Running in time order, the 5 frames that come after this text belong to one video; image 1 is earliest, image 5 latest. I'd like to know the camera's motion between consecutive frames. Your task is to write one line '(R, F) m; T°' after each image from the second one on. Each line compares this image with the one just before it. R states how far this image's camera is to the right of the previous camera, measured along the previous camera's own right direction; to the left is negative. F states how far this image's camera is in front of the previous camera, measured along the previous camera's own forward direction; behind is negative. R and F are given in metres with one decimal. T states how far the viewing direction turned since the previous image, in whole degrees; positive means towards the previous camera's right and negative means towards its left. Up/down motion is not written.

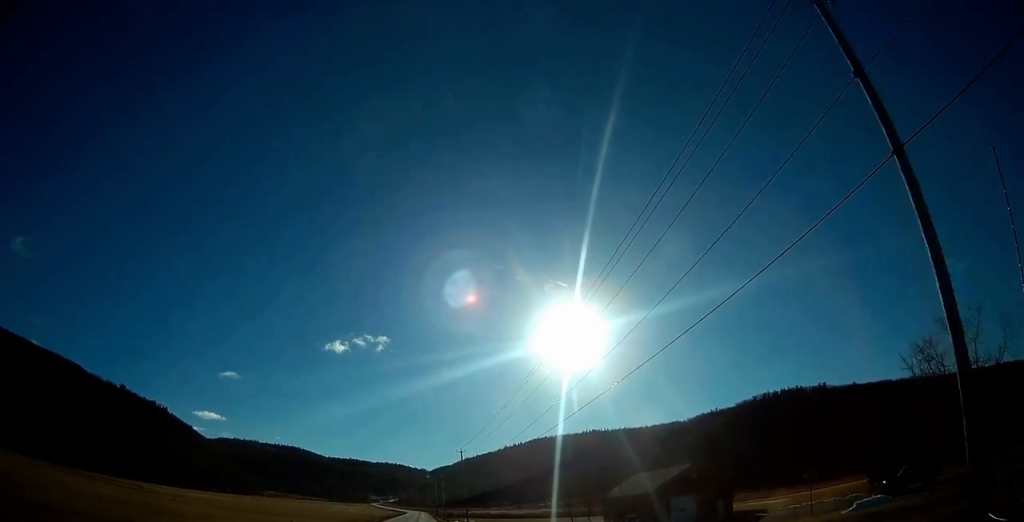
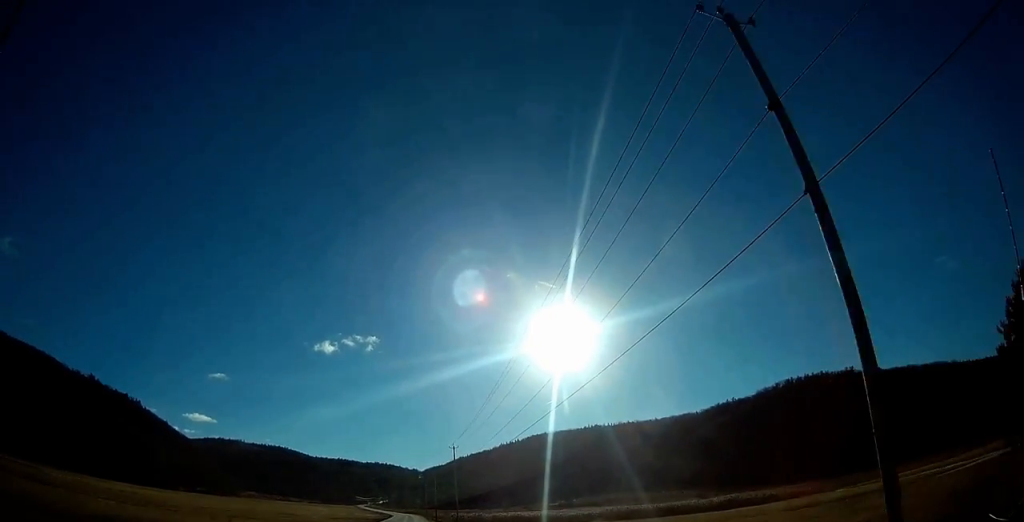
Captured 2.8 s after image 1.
(+1.9, +66.5) m; +2°
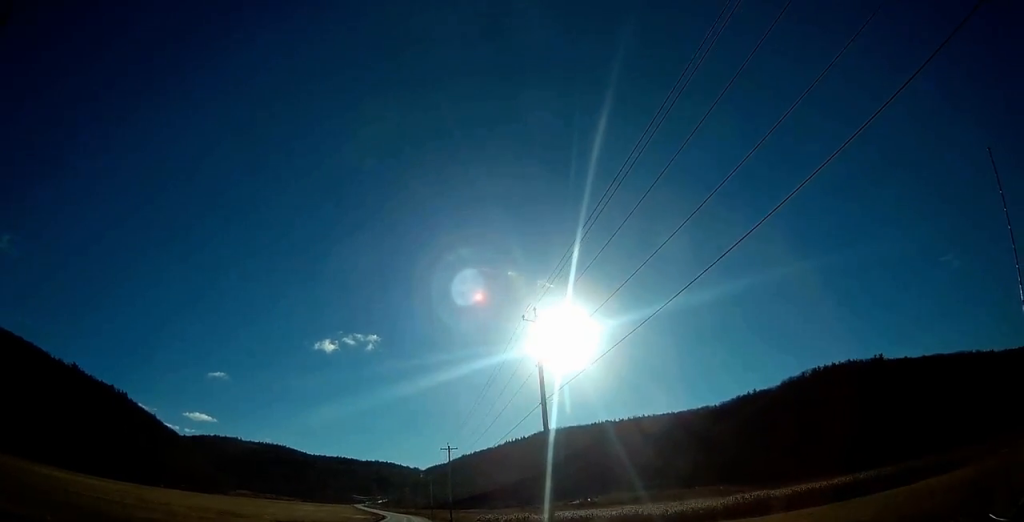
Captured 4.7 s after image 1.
(+0.2, +46.8) m; +1°
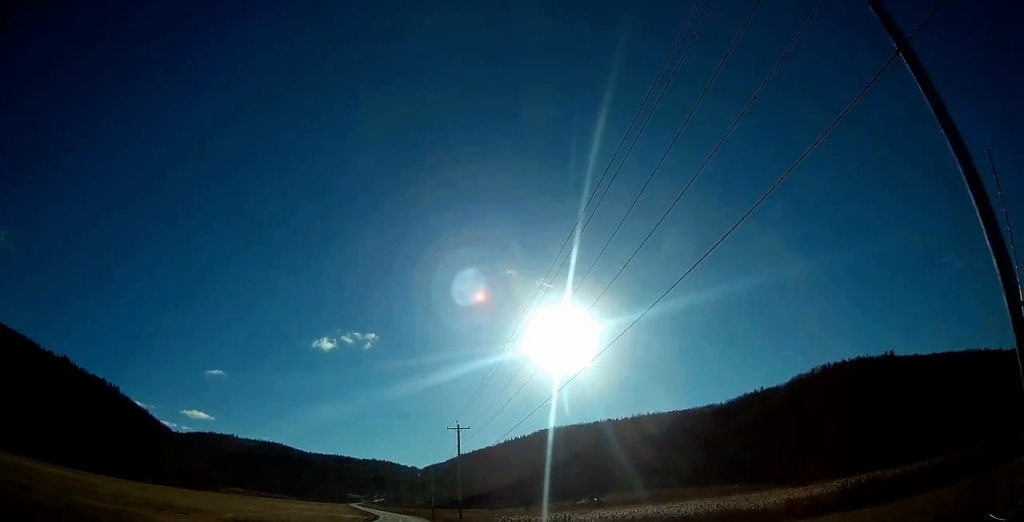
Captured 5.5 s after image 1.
(+0.1, +19.9) m; 0°
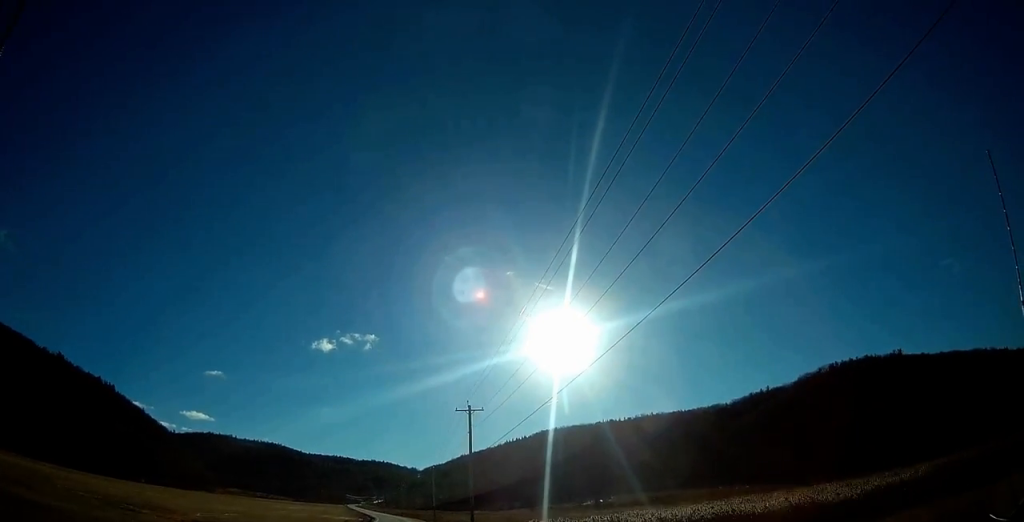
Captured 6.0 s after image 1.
(-0.1, +12.4) m; 0°
